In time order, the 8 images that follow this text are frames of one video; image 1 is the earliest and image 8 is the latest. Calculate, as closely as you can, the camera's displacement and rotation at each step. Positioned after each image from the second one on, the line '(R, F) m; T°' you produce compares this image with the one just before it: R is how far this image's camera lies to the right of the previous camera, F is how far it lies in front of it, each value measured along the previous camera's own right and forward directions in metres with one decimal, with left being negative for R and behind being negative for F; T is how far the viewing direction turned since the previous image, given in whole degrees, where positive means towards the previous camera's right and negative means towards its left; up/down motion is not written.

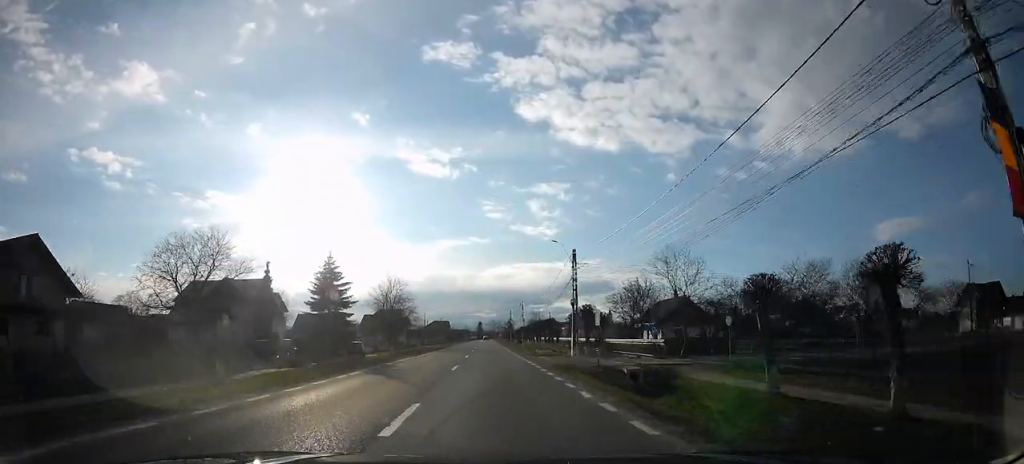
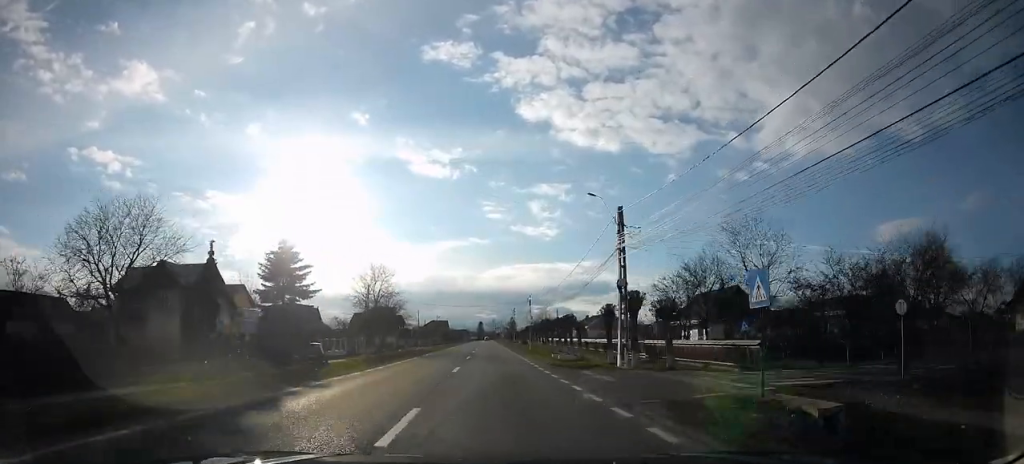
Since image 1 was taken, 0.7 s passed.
(0.0, +12.2) m; 0°
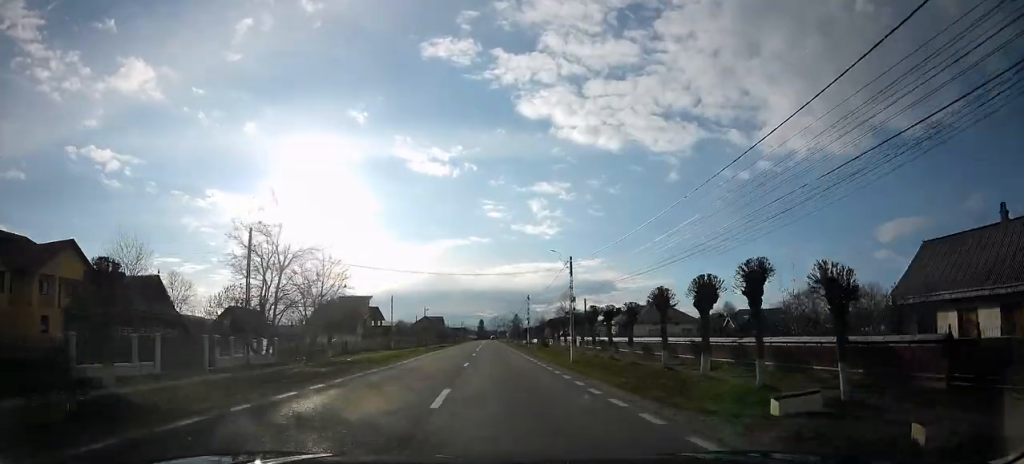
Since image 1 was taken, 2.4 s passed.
(-0.2, +33.0) m; 0°
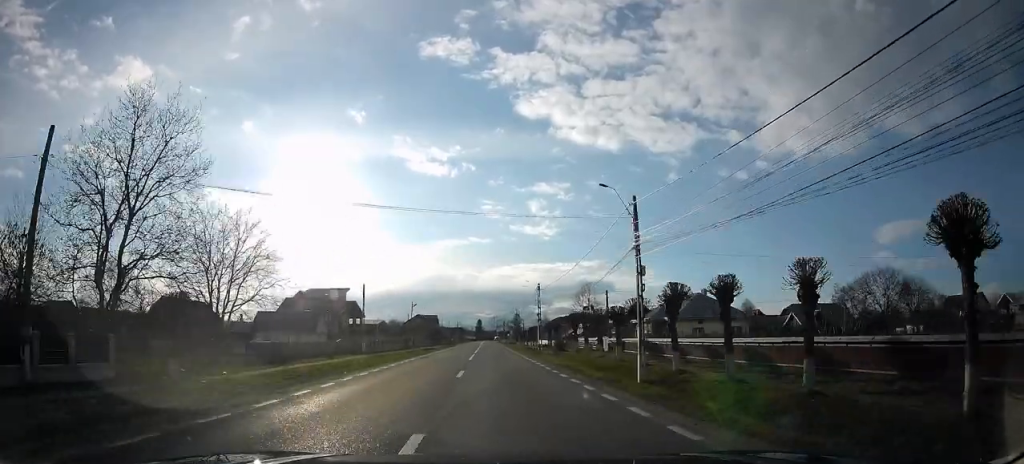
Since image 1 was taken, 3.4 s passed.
(0.0, +17.6) m; 0°
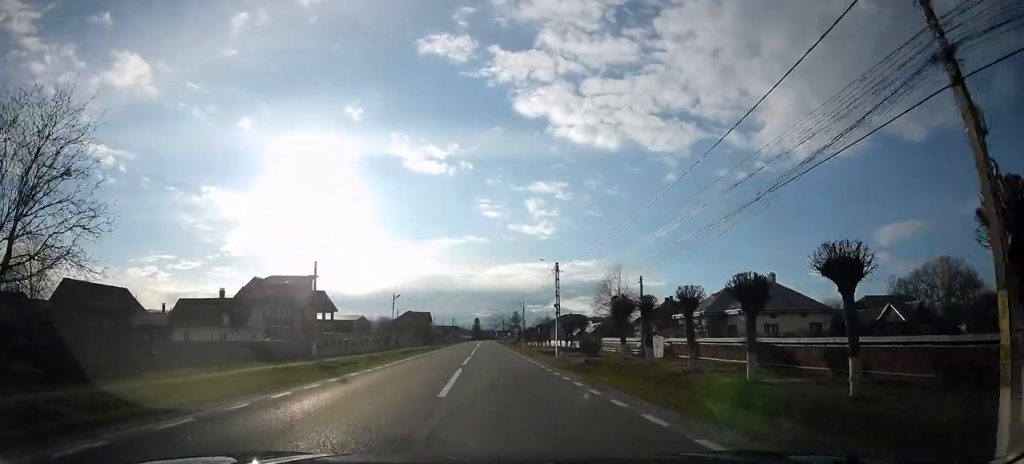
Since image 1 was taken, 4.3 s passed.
(0.0, +17.5) m; 0°
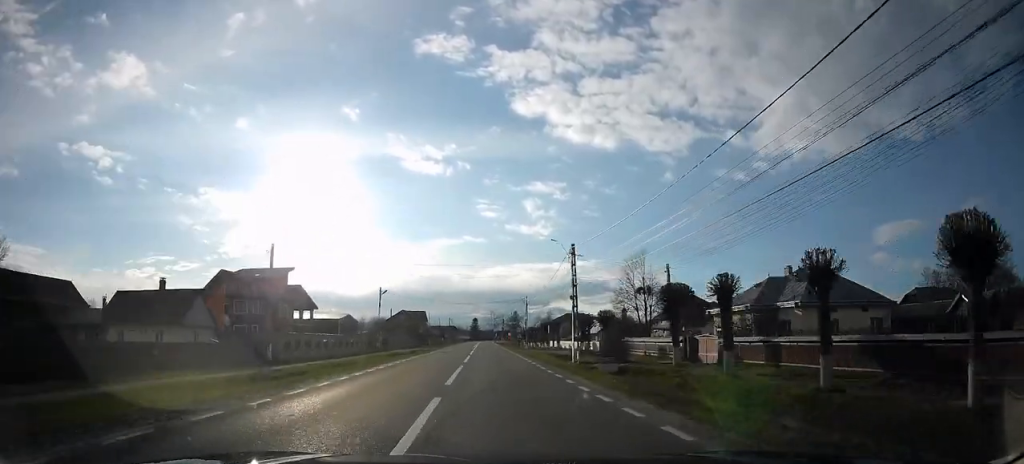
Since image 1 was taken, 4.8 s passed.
(+0.1, +9.2) m; 0°
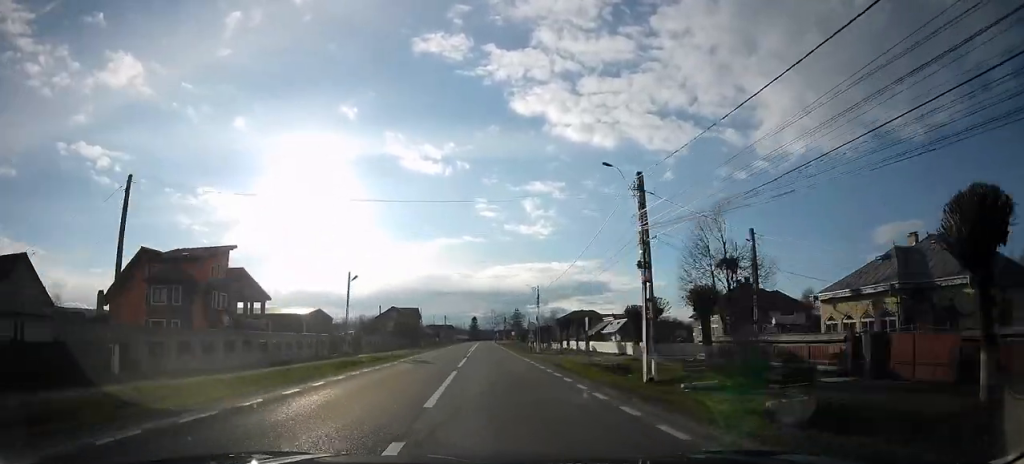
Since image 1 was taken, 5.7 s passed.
(0.0, +16.6) m; -2°
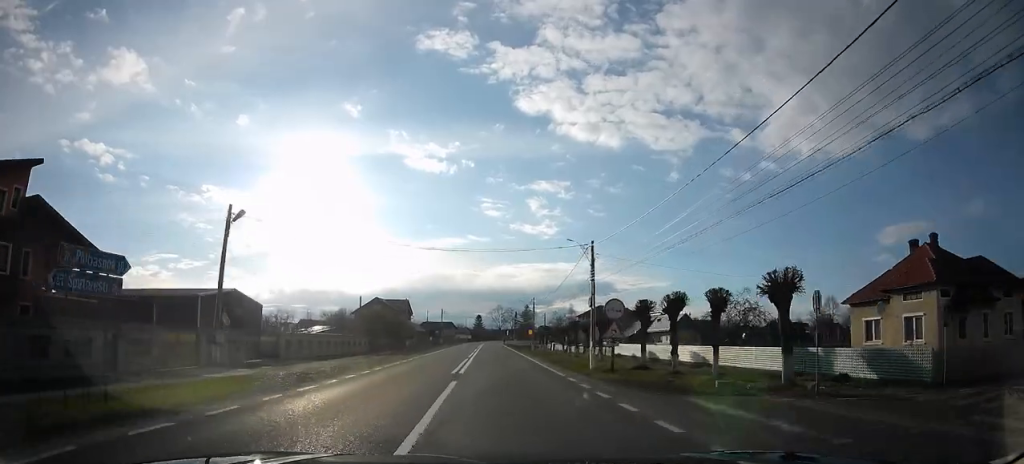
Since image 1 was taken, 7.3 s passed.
(-2.1, +28.5) m; -3°
